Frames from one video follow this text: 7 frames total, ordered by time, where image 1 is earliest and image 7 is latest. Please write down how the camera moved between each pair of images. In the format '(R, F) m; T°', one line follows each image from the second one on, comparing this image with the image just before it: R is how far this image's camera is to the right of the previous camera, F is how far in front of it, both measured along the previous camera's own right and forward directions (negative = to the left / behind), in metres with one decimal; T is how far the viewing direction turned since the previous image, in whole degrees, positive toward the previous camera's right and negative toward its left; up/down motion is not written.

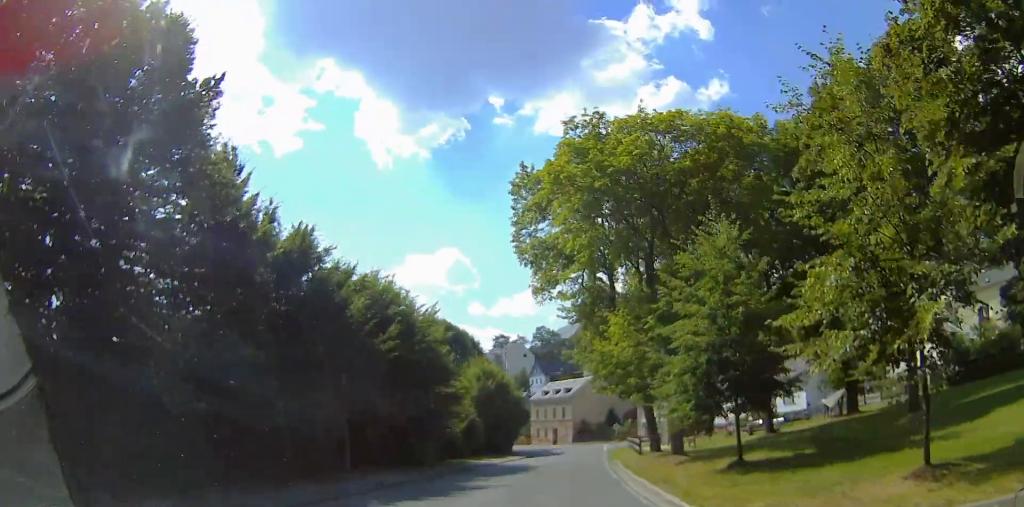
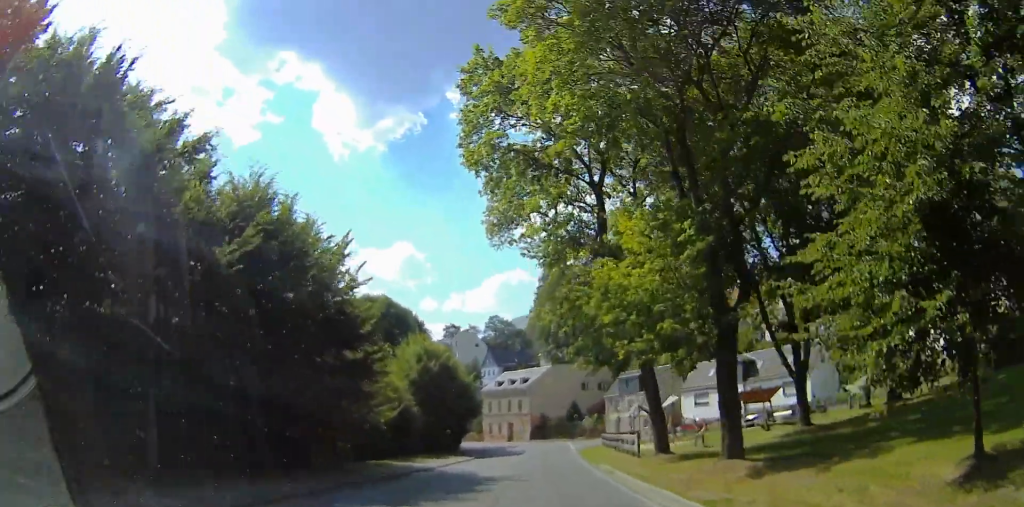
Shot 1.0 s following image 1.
(0.0, +11.6) m; 0°
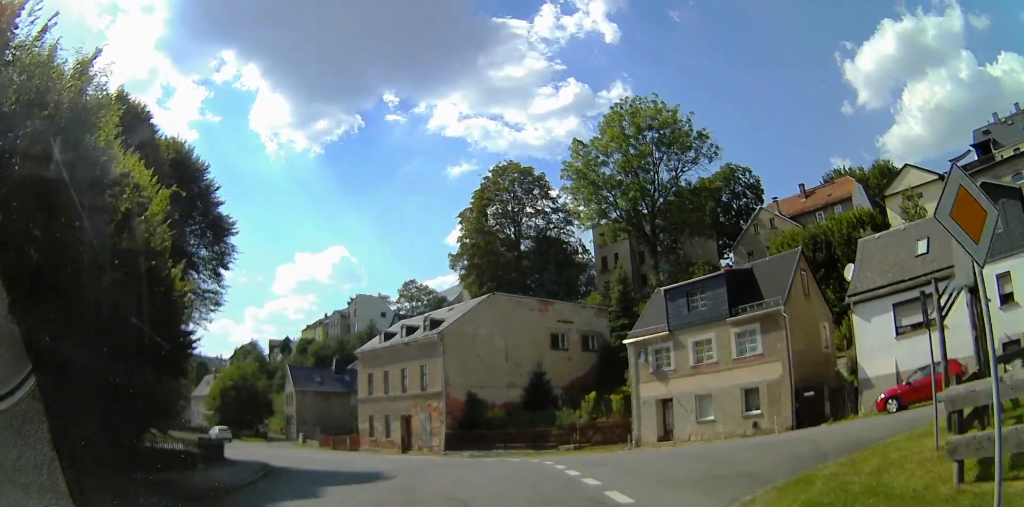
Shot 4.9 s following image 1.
(-2.2, +43.1) m; -20°
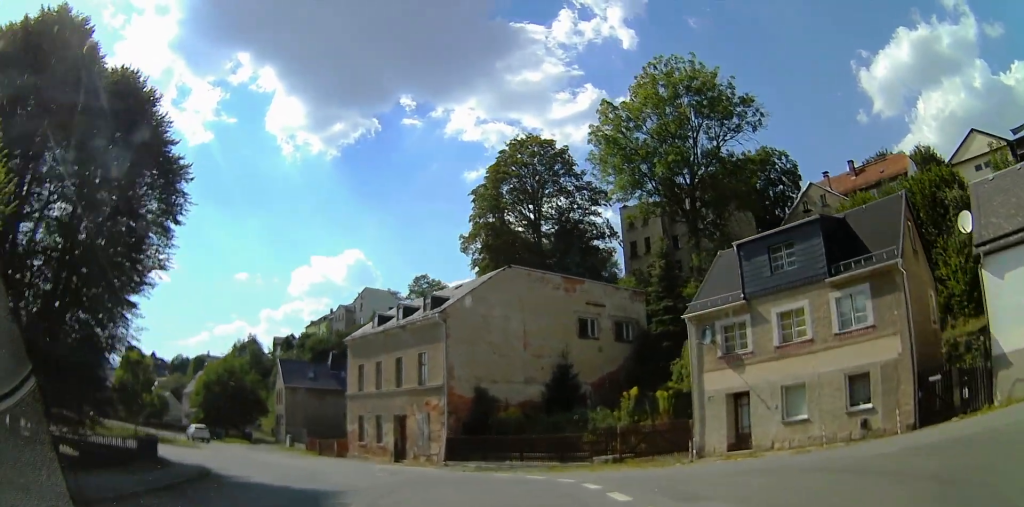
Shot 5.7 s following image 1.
(-0.2, +7.3) m; -2°
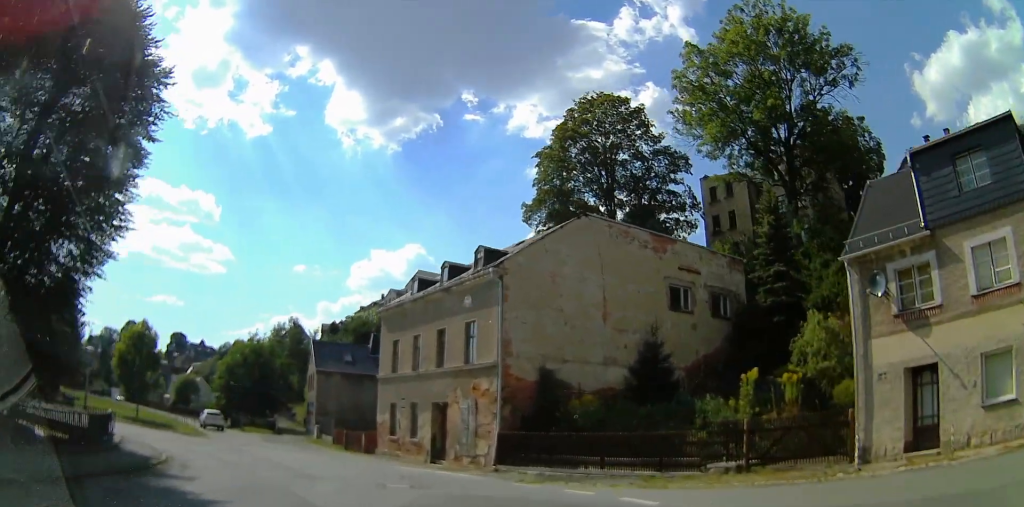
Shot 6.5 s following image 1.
(0.0, +7.3) m; 0°
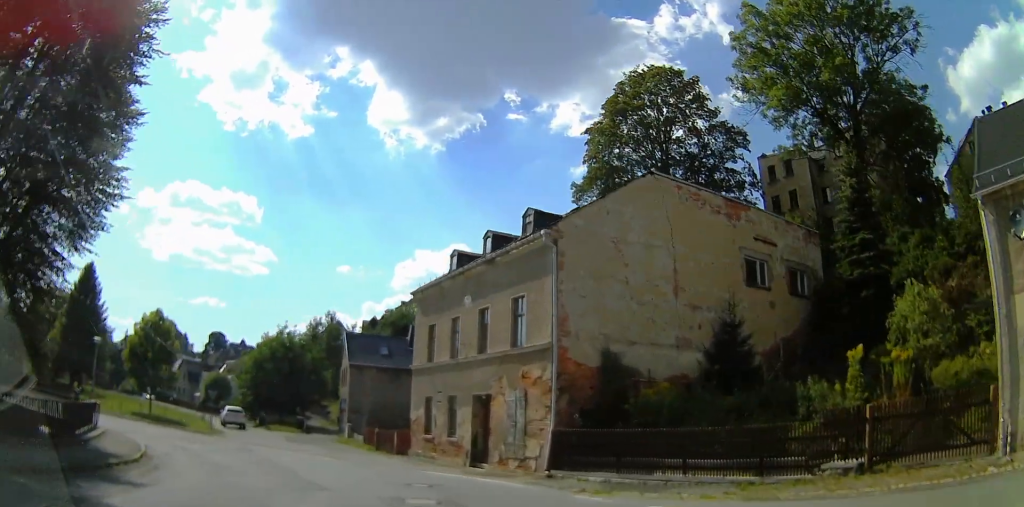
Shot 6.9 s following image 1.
(0.0, +4.2) m; 0°
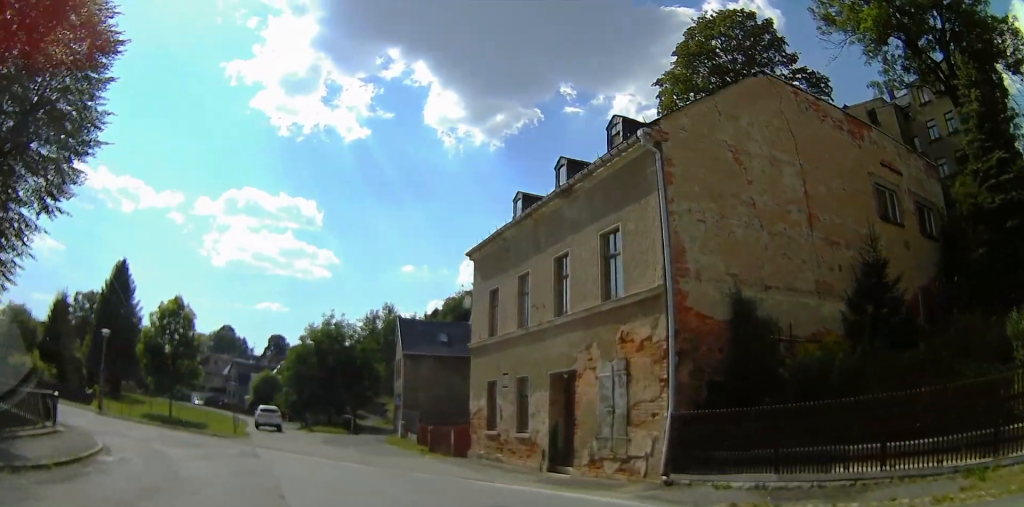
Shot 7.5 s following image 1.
(0.0, +5.4) m; -11°
